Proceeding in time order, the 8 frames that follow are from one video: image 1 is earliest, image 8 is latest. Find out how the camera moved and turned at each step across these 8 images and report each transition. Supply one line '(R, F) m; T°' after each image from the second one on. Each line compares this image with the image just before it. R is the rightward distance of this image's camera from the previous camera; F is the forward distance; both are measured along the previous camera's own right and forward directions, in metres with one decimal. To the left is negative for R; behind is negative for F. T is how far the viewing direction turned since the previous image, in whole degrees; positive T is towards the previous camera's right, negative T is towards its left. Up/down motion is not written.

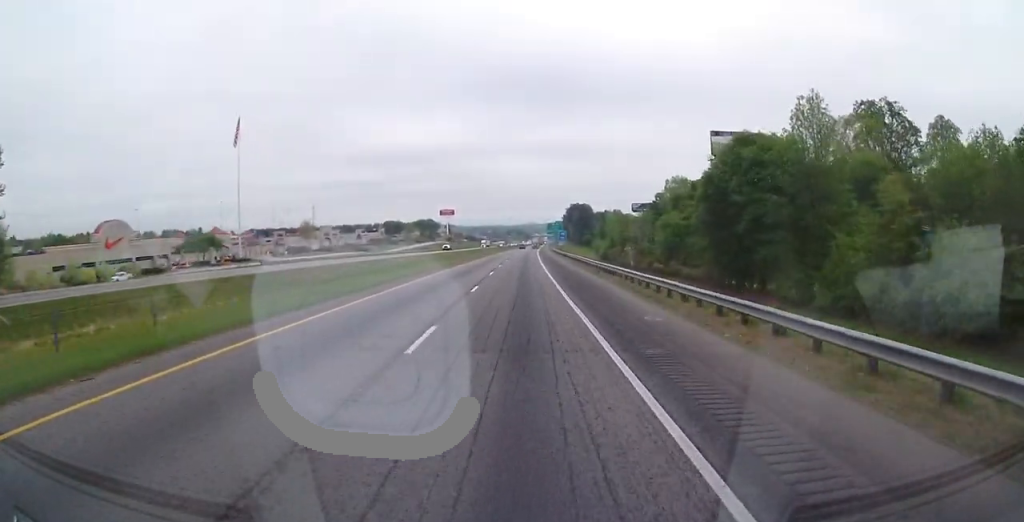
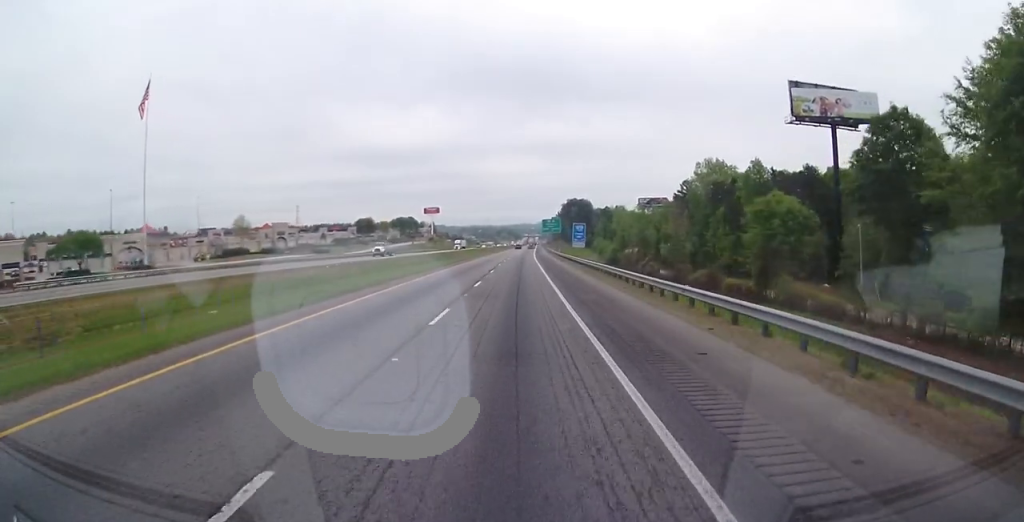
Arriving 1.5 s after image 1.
(+0.4, +44.6) m; +1°
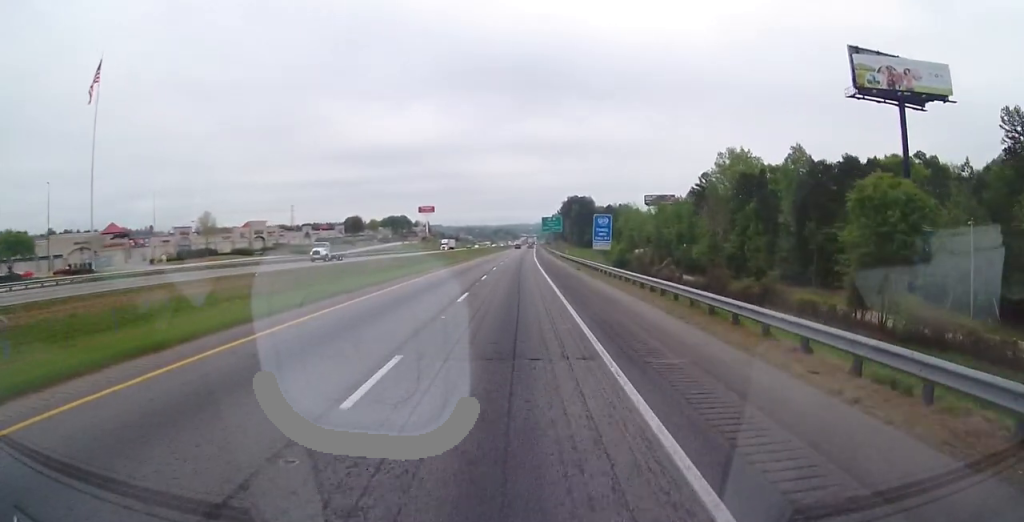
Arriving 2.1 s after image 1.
(-0.1, +18.9) m; 0°
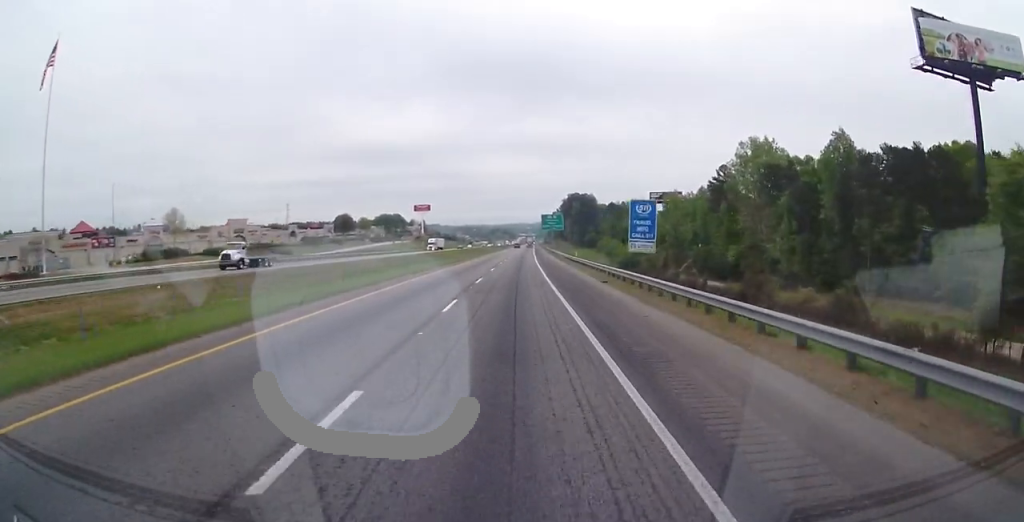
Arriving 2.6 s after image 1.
(0.0, +15.0) m; 0°
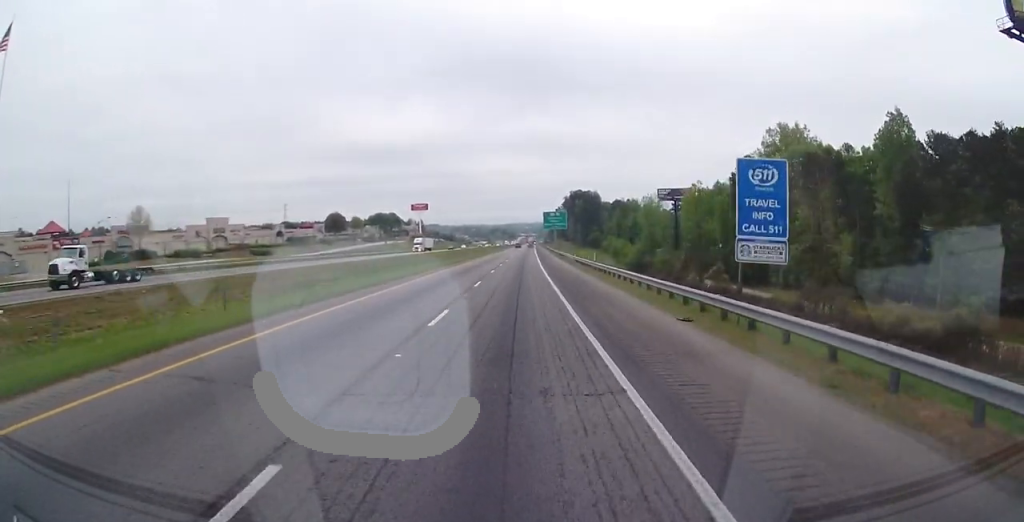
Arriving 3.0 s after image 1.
(+0.1, +14.8) m; 0°
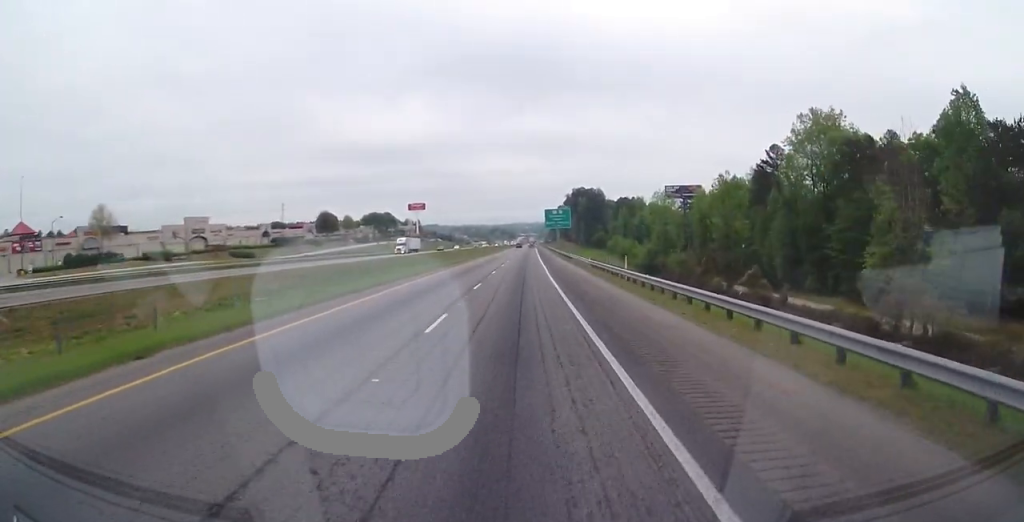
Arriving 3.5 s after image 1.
(+0.1, +13.7) m; 0°
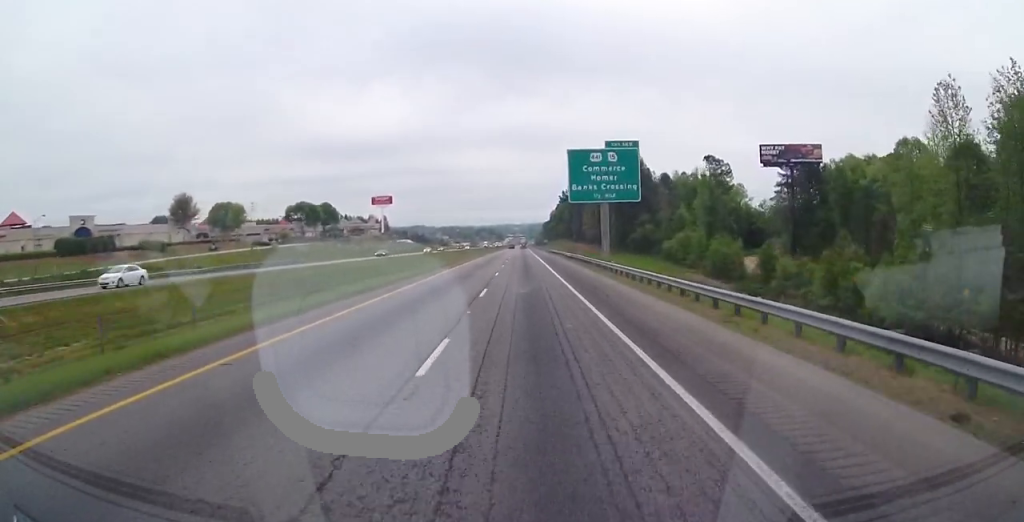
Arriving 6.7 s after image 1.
(+1.1, +102.5) m; +2°
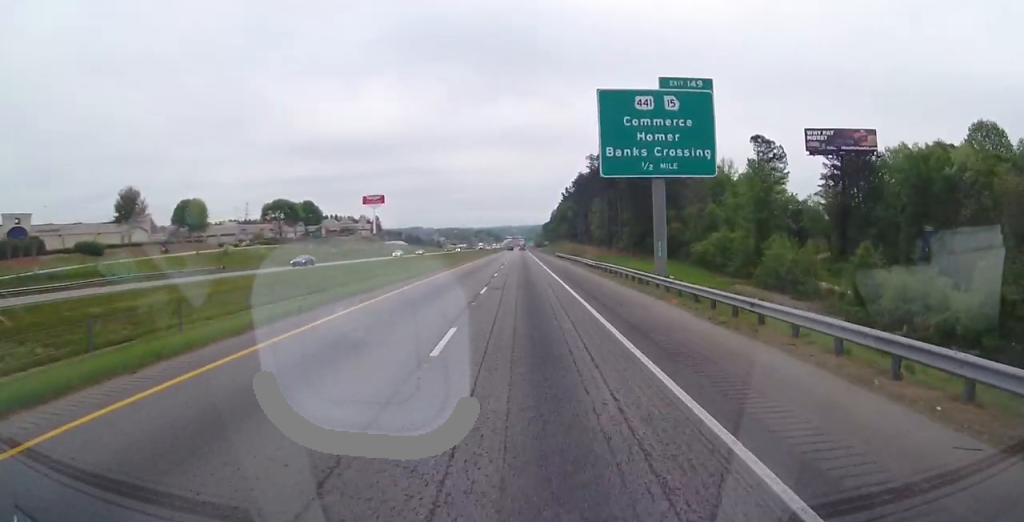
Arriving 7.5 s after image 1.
(0.0, +22.6) m; -1°
